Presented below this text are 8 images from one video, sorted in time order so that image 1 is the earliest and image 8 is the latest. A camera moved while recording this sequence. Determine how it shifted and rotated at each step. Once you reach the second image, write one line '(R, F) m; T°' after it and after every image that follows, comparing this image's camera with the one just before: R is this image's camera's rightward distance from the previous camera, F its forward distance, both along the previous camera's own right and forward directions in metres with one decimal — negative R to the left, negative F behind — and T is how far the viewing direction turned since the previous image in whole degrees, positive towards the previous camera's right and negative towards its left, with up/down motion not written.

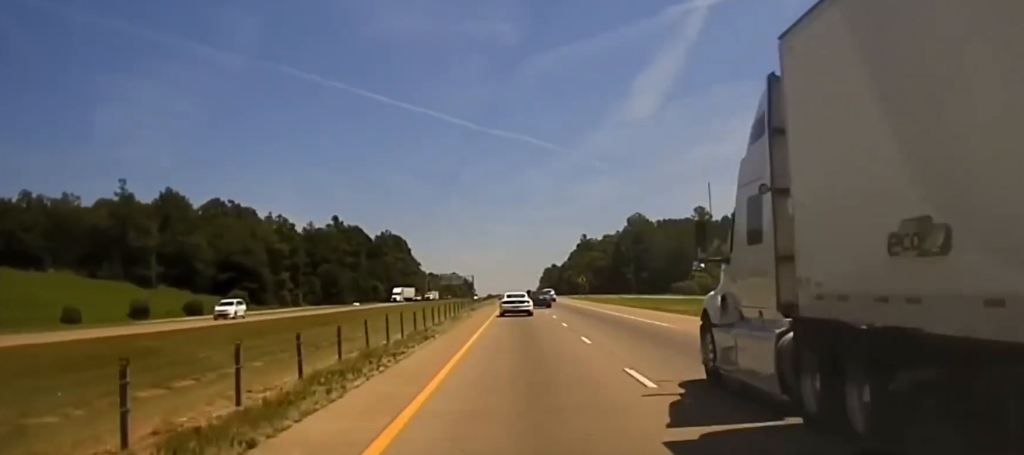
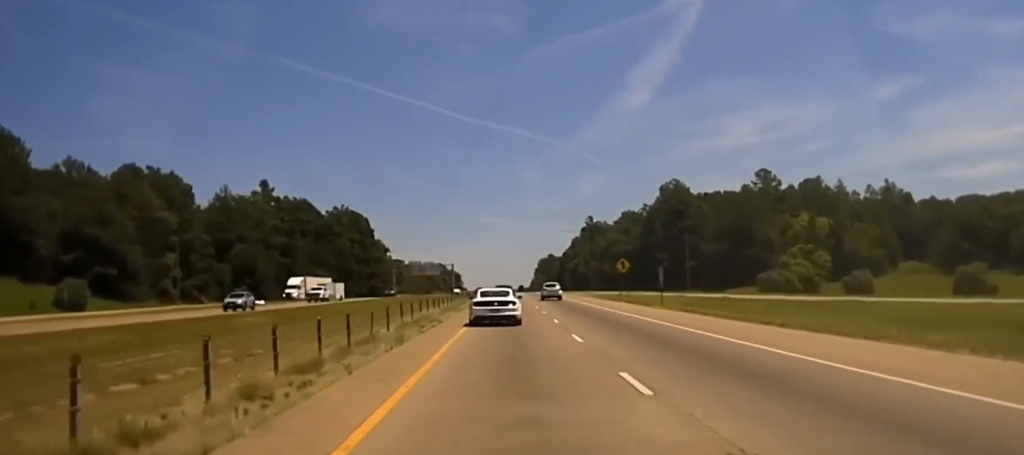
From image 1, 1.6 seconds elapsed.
(-0.1, +60.1) m; 0°
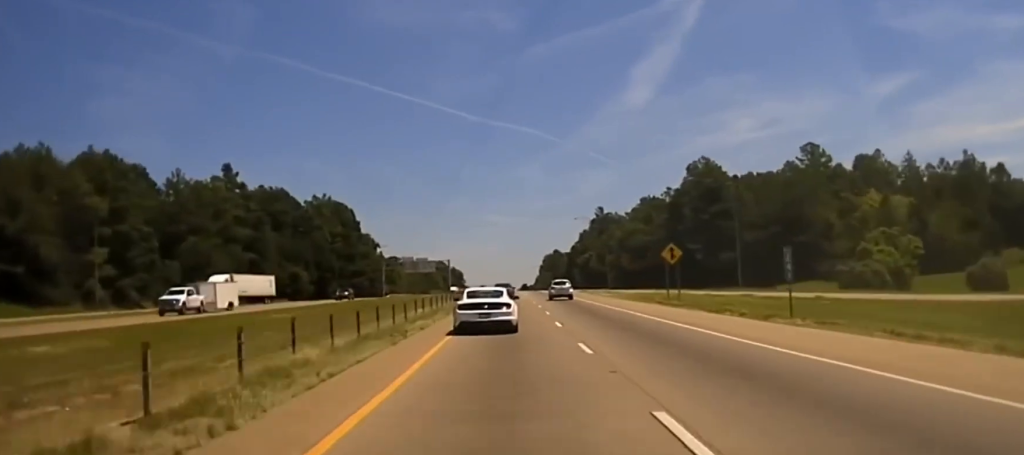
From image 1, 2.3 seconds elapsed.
(0.0, +26.4) m; 0°
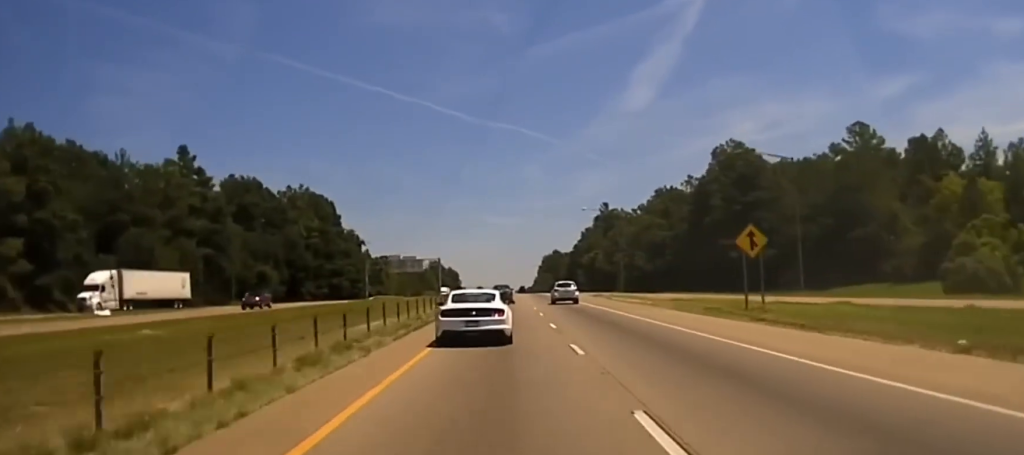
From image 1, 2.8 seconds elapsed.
(+0.1, +22.6) m; 0°
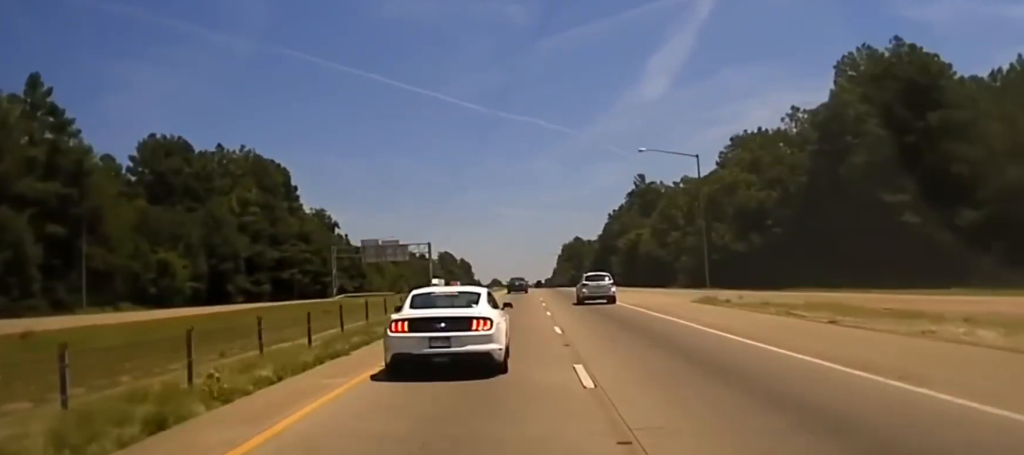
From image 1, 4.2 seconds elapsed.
(+0.1, +63.7) m; -1°
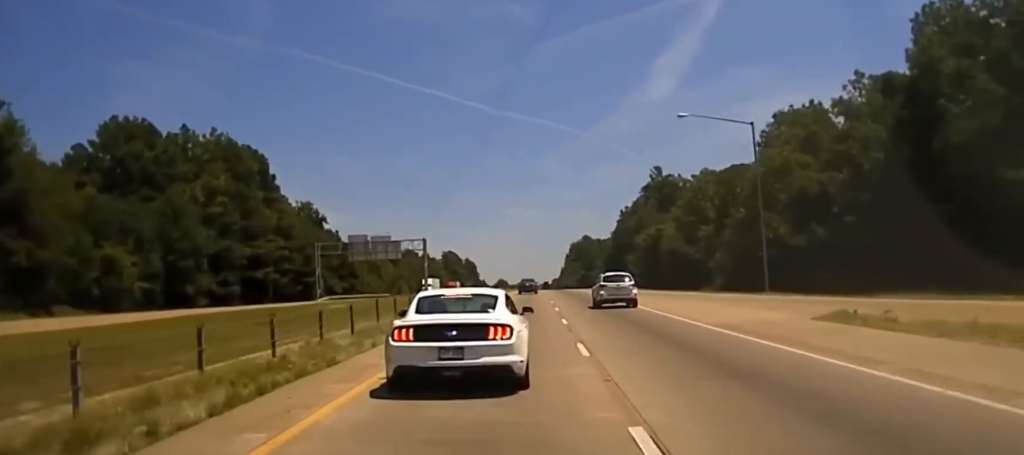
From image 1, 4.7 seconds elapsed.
(-0.5, +23.5) m; -1°
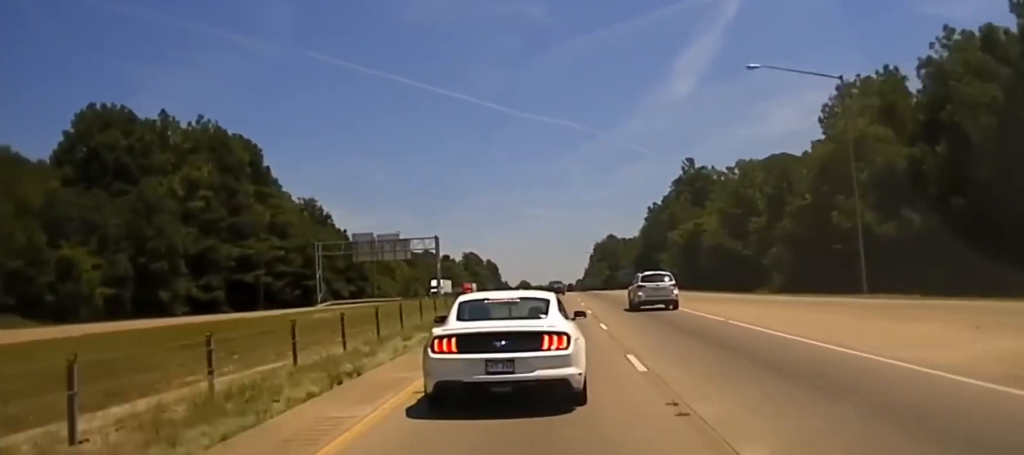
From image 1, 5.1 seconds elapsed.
(-0.1, +18.6) m; -1°
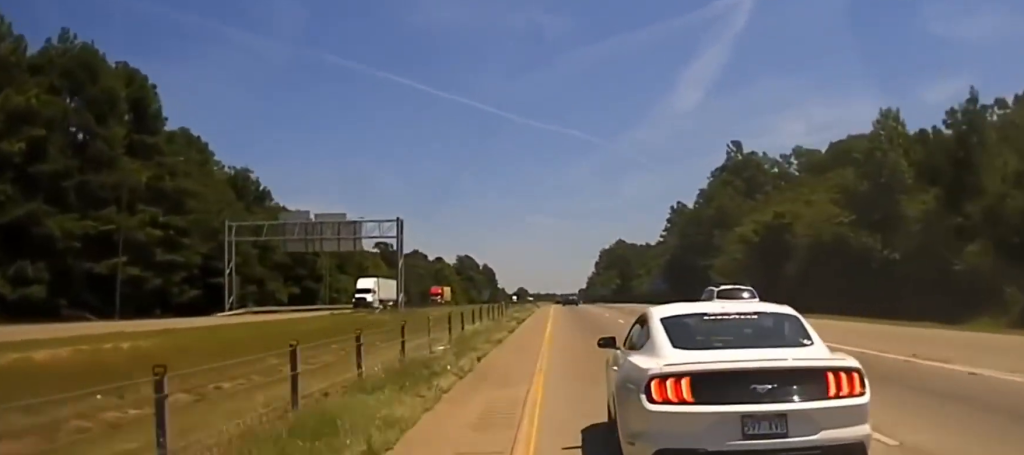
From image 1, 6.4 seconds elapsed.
(+0.1, +48.7) m; +1°
